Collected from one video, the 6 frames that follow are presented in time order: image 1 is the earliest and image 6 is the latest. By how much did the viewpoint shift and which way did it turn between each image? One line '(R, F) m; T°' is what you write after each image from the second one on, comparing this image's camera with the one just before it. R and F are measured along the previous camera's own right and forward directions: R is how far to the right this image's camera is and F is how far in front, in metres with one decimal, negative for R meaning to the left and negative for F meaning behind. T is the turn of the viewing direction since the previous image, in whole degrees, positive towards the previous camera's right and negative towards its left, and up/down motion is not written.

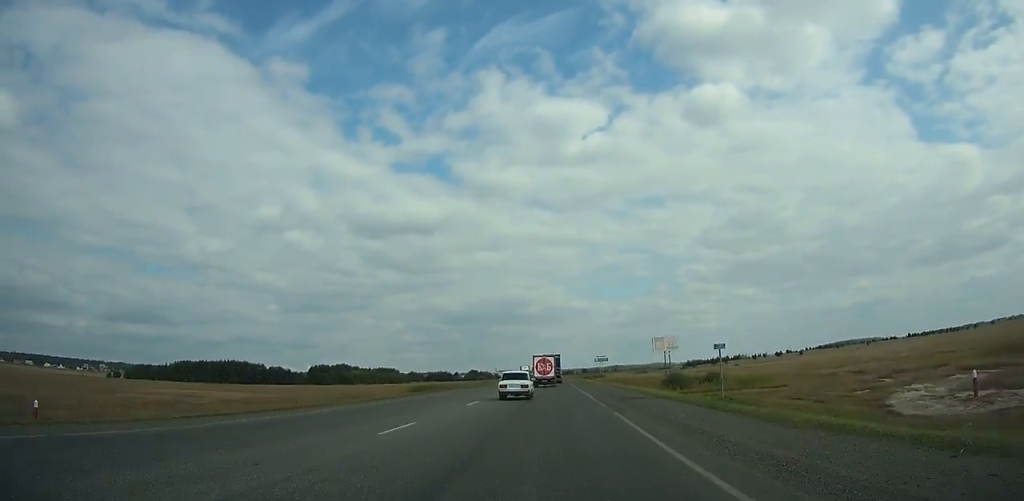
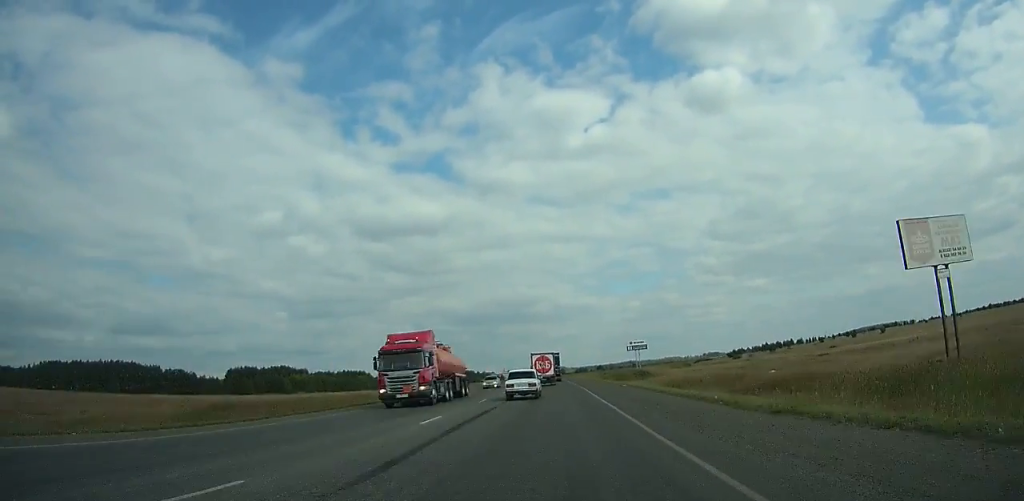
(-1.0, +91.5) m; -1°
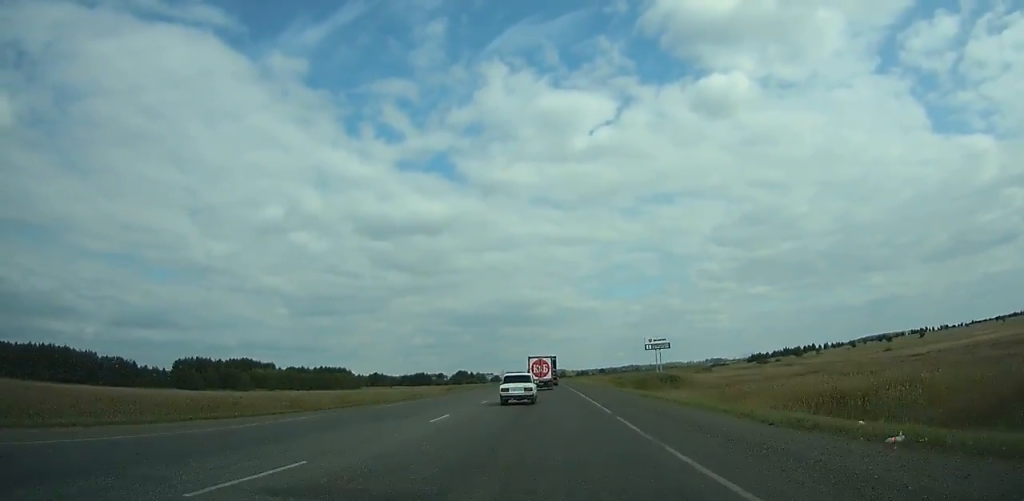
(0.0, +33.5) m; -1°
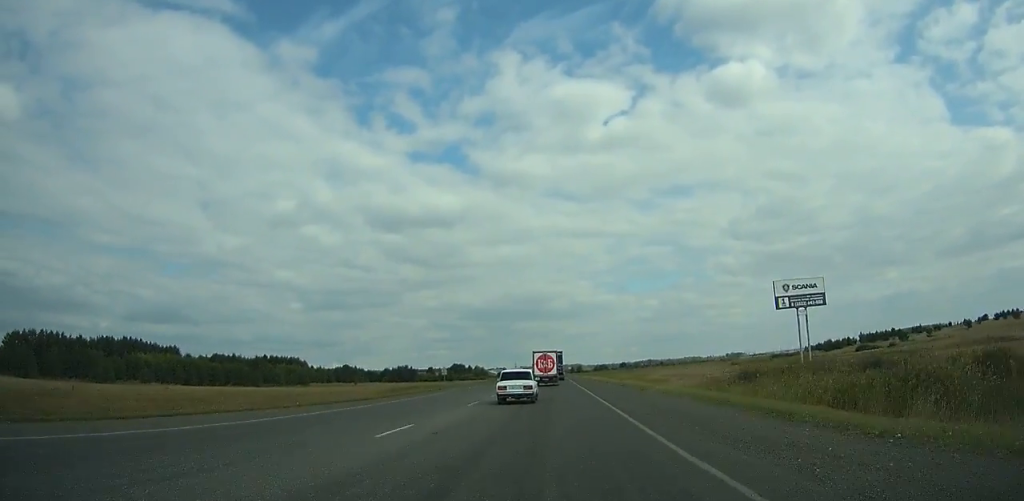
(-1.1, +76.3) m; -1°
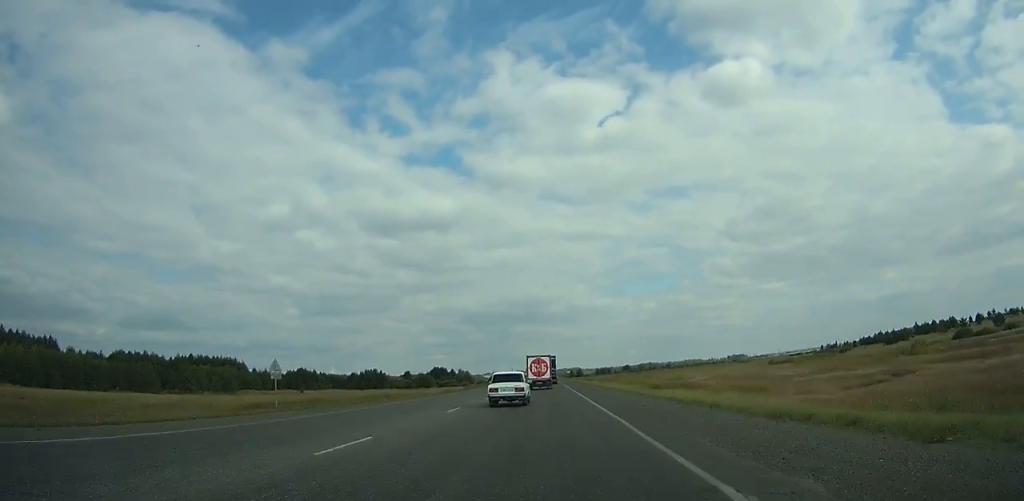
(-0.1, +51.0) m; 0°
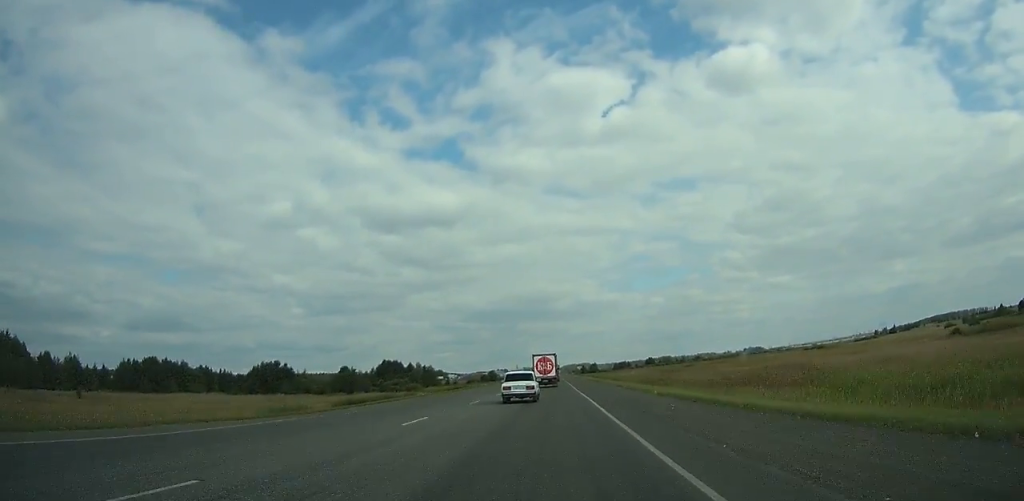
(-0.3, +102.0) m; -1°
